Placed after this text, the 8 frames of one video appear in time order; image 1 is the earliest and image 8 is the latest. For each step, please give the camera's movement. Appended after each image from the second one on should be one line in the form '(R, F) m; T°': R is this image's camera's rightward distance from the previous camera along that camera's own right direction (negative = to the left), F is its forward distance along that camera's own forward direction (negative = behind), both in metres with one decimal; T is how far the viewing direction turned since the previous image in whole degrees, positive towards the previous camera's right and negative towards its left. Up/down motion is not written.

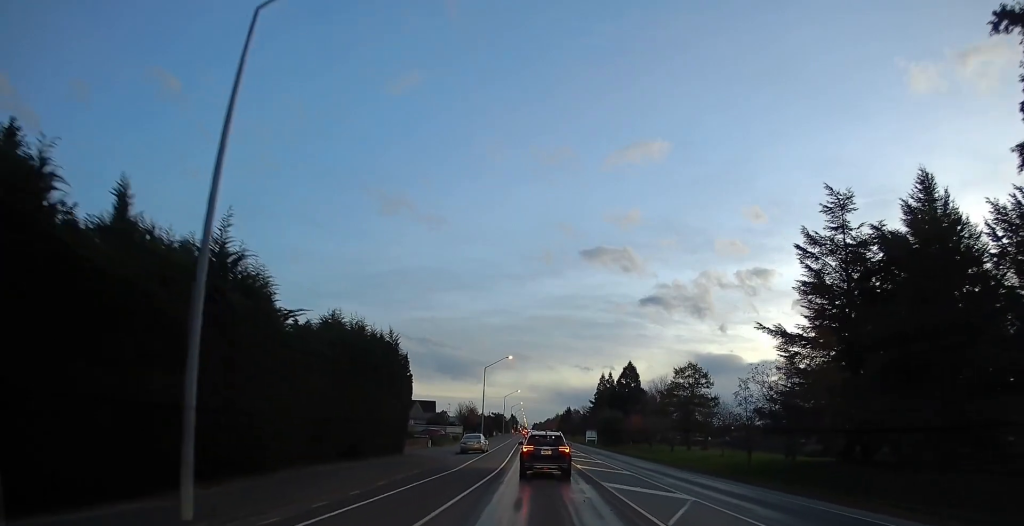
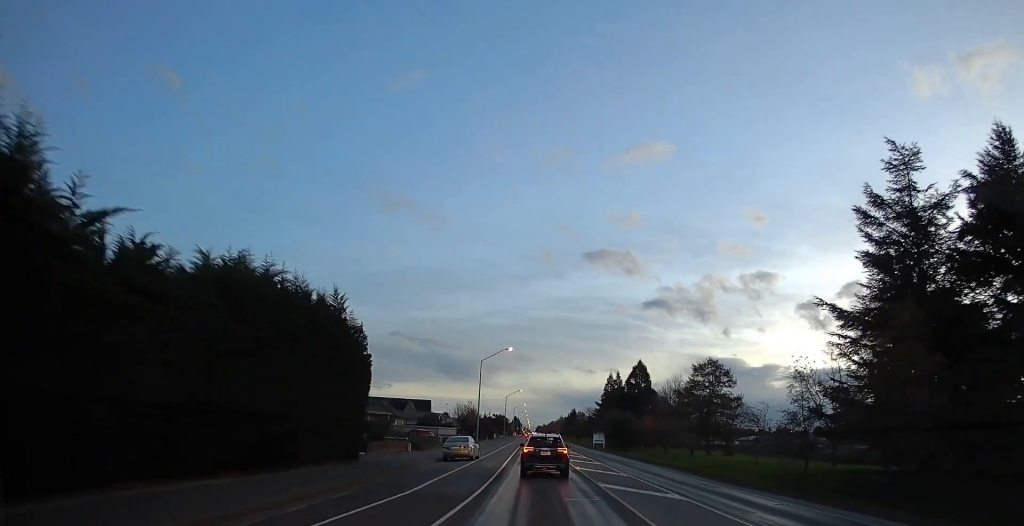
(-0.5, +10.1) m; 0°
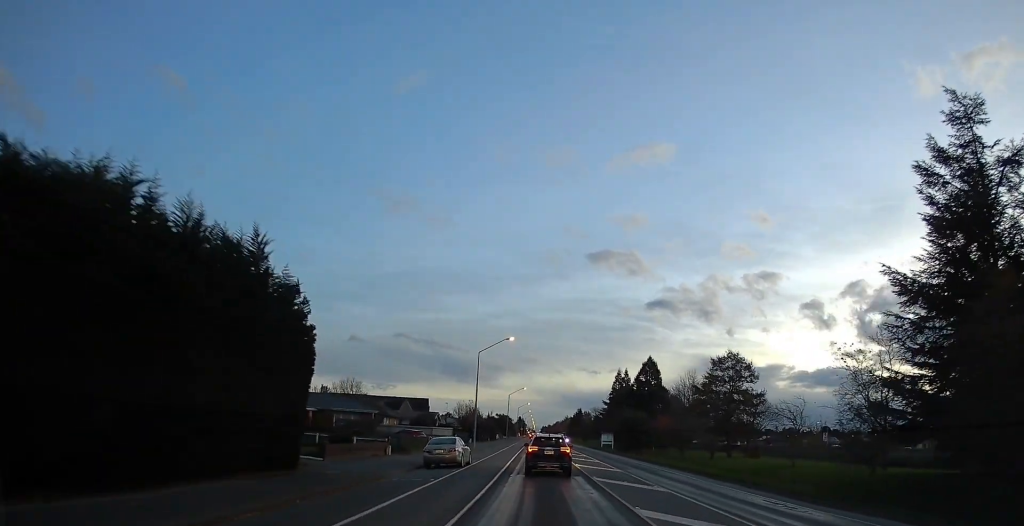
(+0.5, +7.7) m; +1°
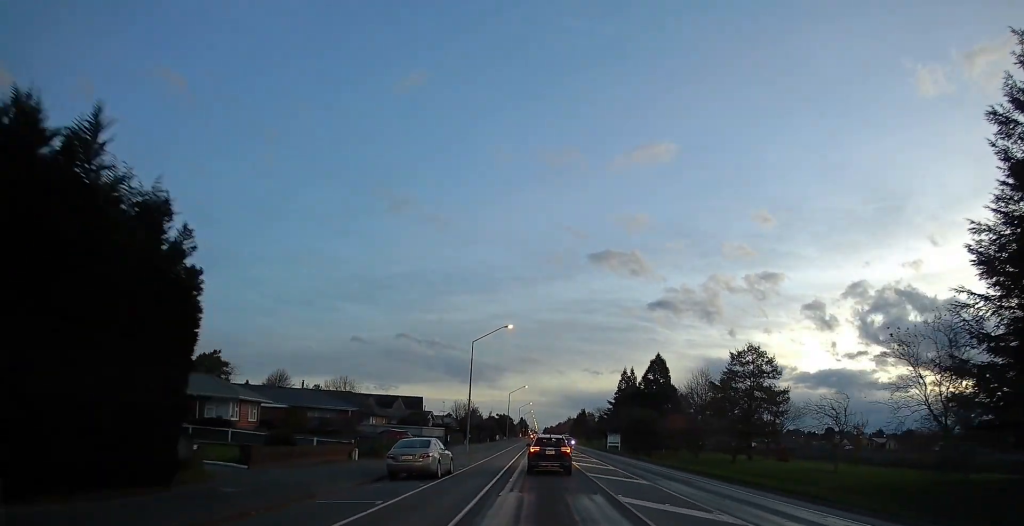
(+0.1, +7.7) m; 0°
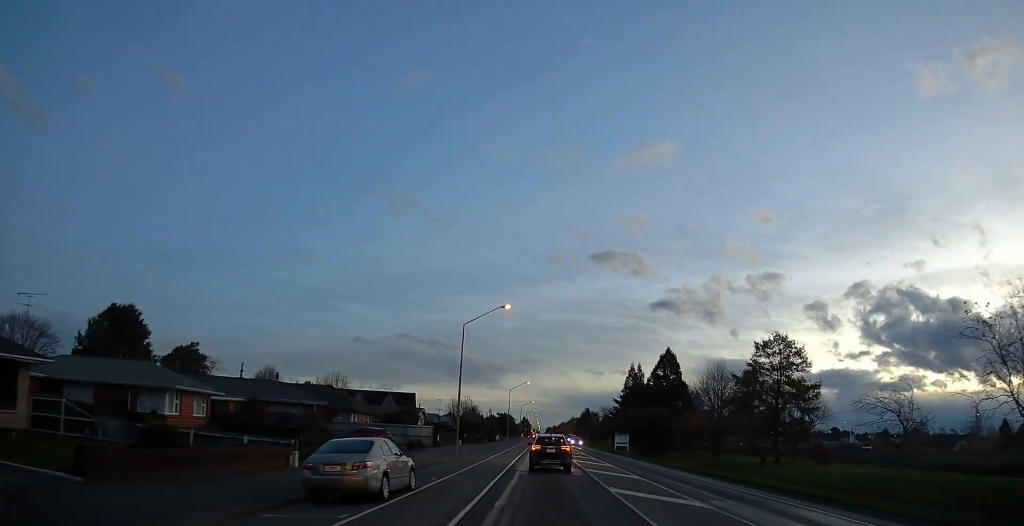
(-0.2, +8.4) m; -1°
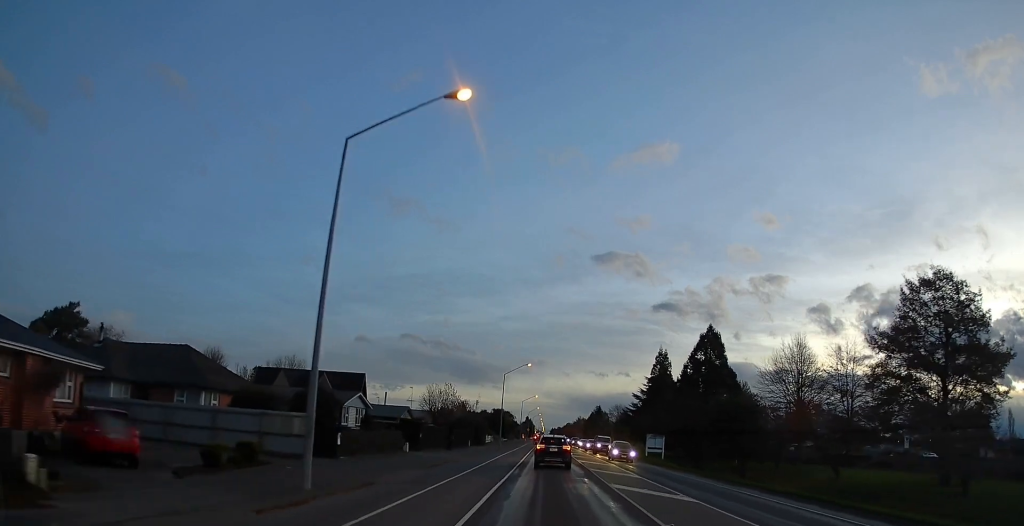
(-0.1, +31.0) m; 0°
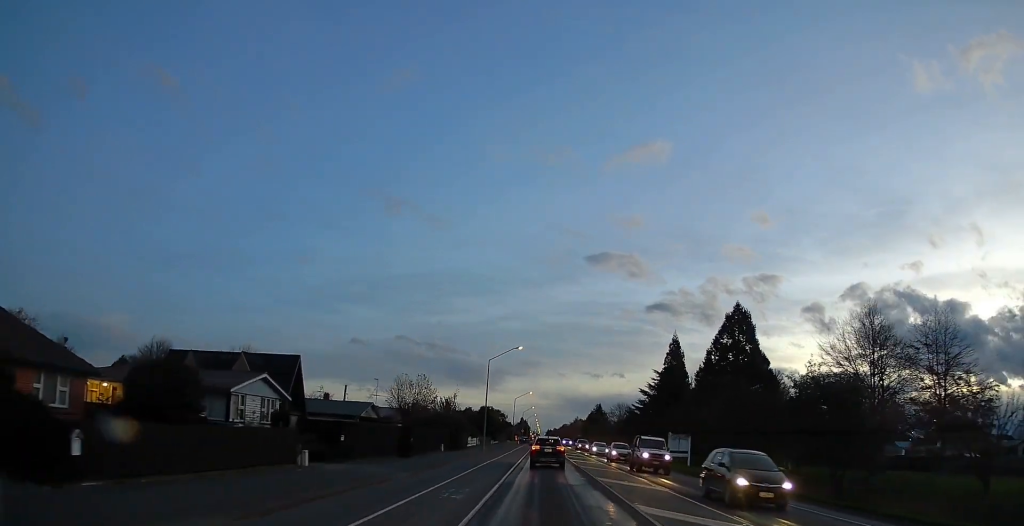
(0.0, +17.6) m; 0°
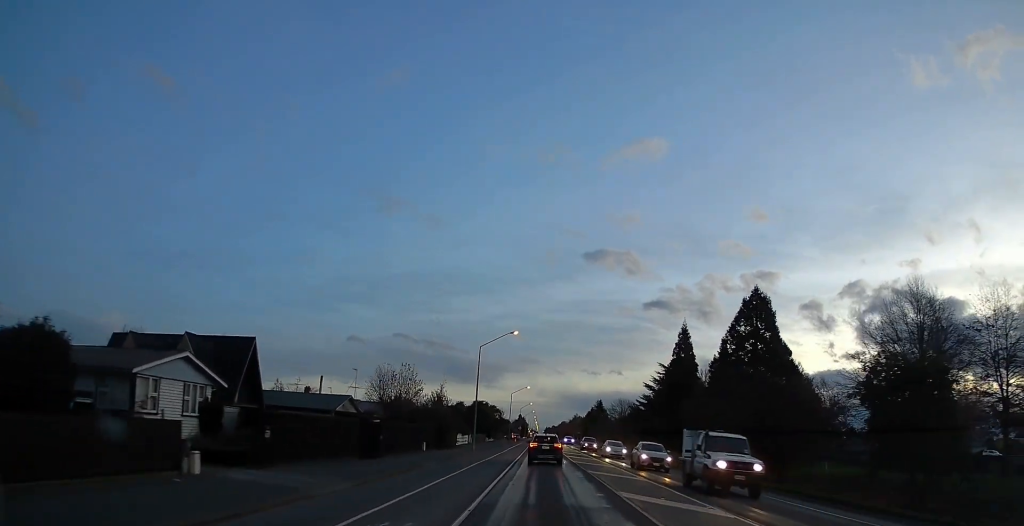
(0.0, +8.1) m; +1°
